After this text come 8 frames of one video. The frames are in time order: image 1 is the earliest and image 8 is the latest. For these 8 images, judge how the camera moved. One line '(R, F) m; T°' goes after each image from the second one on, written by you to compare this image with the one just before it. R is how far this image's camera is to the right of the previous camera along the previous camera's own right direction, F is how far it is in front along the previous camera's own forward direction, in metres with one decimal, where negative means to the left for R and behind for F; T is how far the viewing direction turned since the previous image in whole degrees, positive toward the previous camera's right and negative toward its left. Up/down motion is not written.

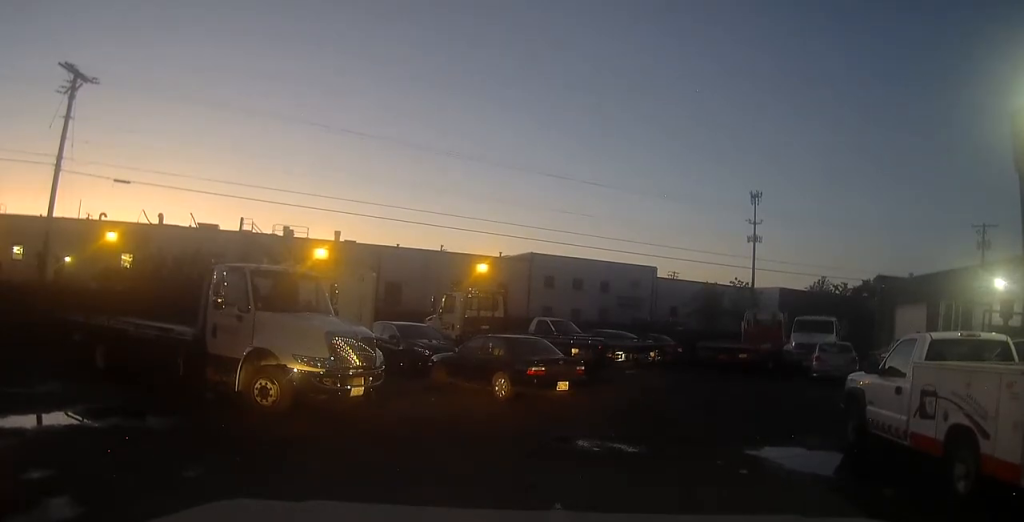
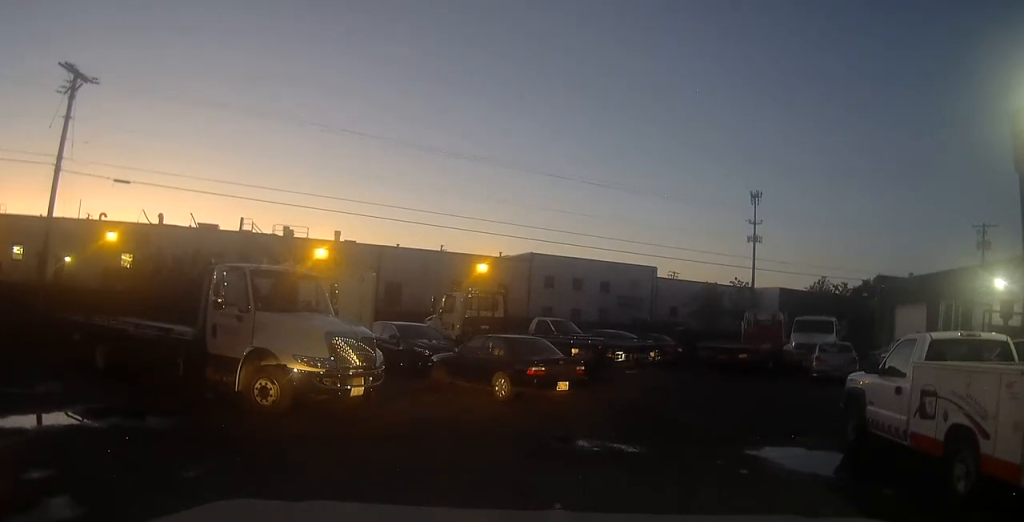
(0.0, 0.0) m; 0°
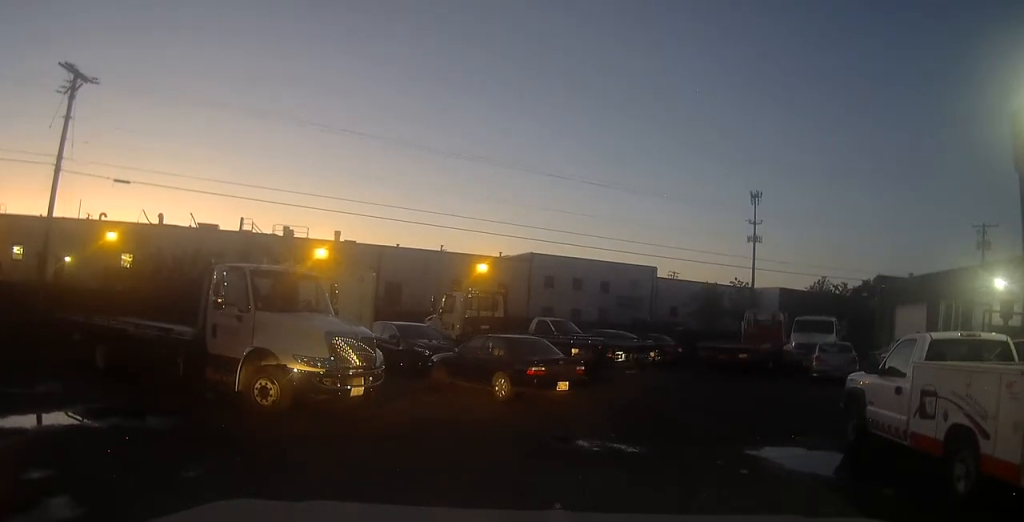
(0.0, 0.0) m; 0°
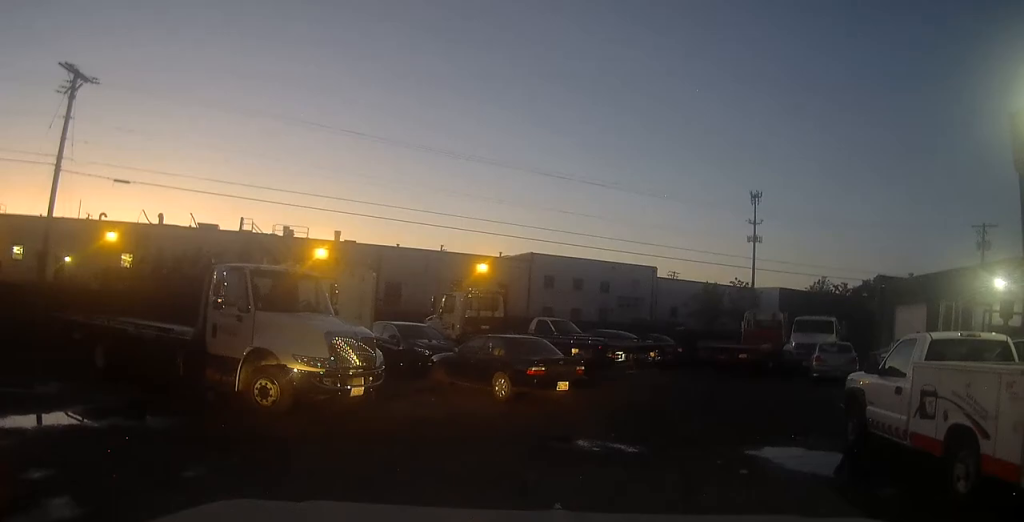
(0.0, 0.0) m; 0°
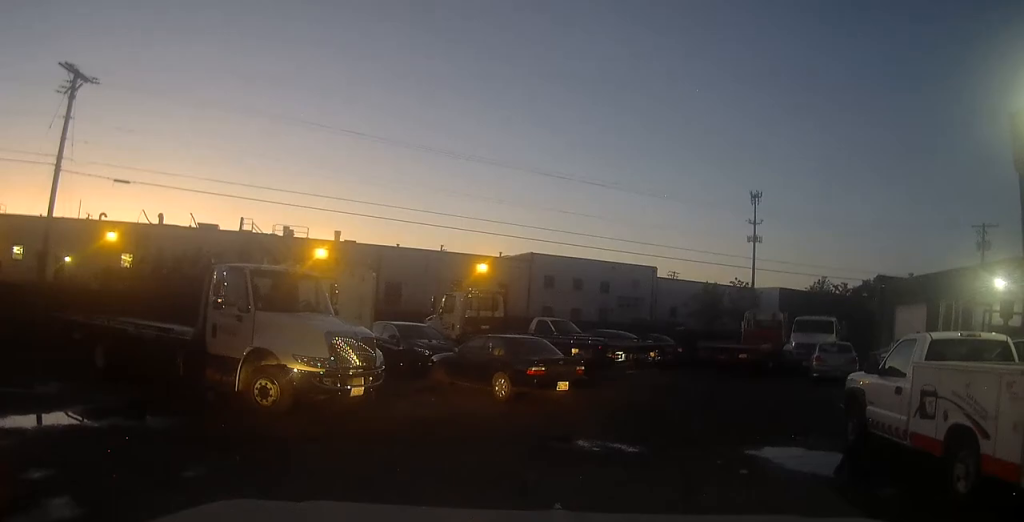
(0.0, 0.0) m; 0°
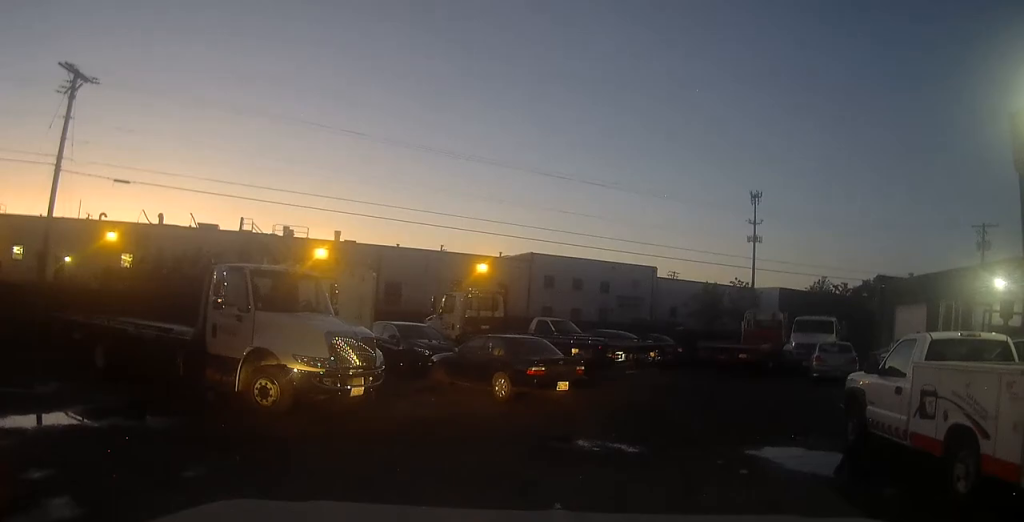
(0.0, 0.0) m; 0°
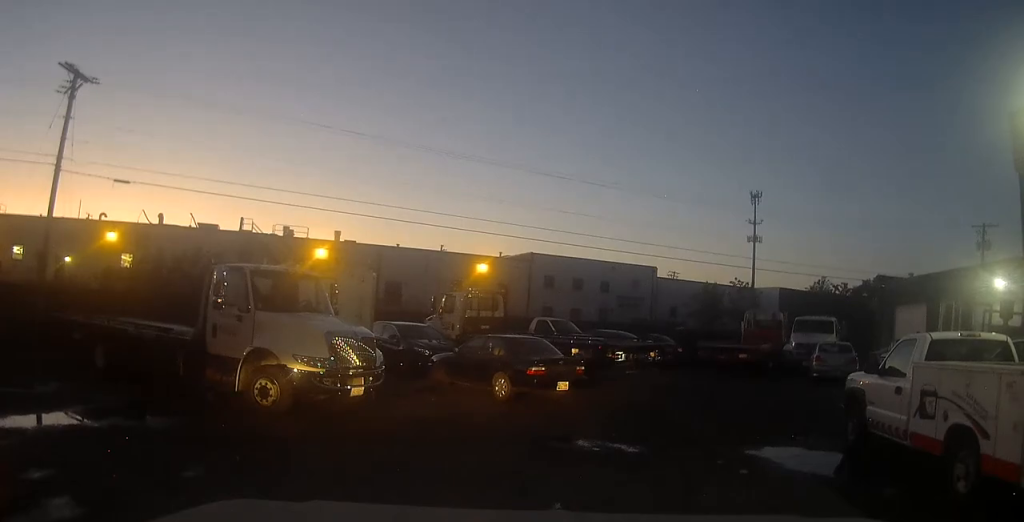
(0.0, 0.0) m; 0°
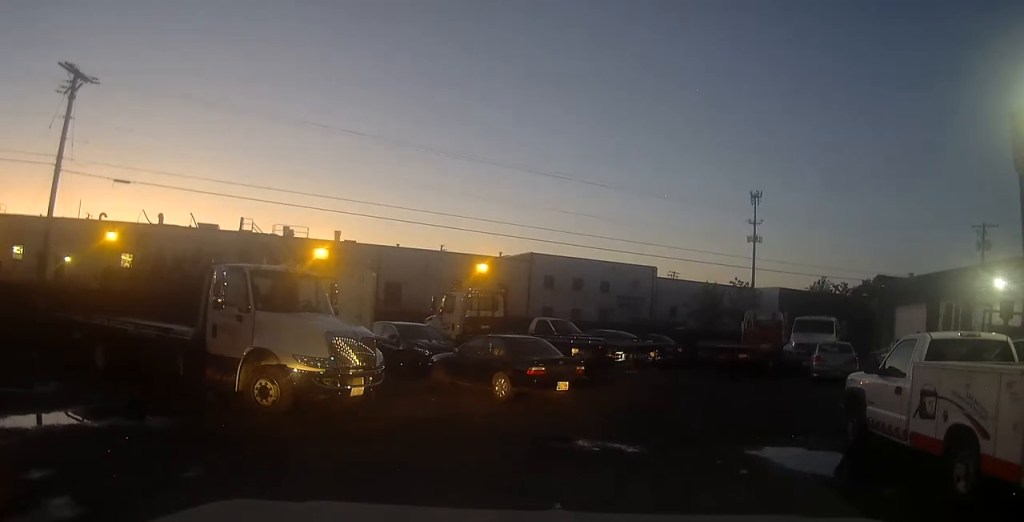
(0.0, 0.0) m; 0°
